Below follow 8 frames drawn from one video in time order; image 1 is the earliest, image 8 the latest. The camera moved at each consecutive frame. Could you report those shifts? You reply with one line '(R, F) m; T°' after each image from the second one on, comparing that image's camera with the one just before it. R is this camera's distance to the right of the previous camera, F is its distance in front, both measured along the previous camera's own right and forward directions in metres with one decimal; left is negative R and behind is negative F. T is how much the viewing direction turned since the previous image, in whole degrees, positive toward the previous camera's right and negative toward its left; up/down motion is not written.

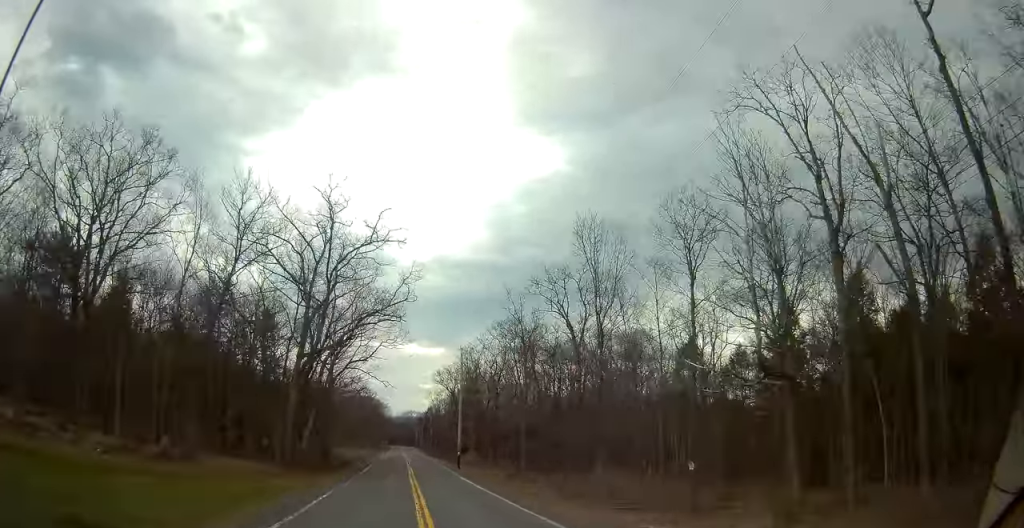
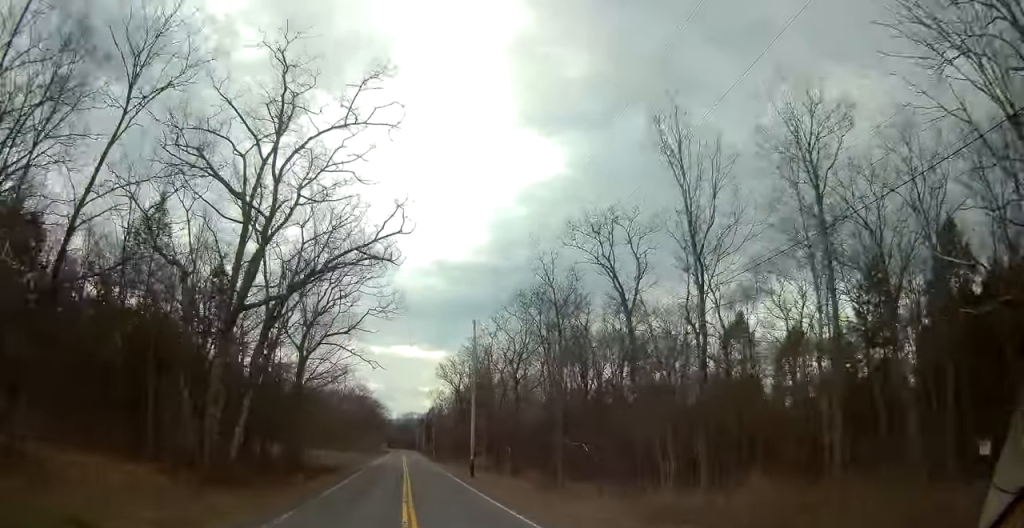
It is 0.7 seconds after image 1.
(+0.1, +13.6) m; 0°
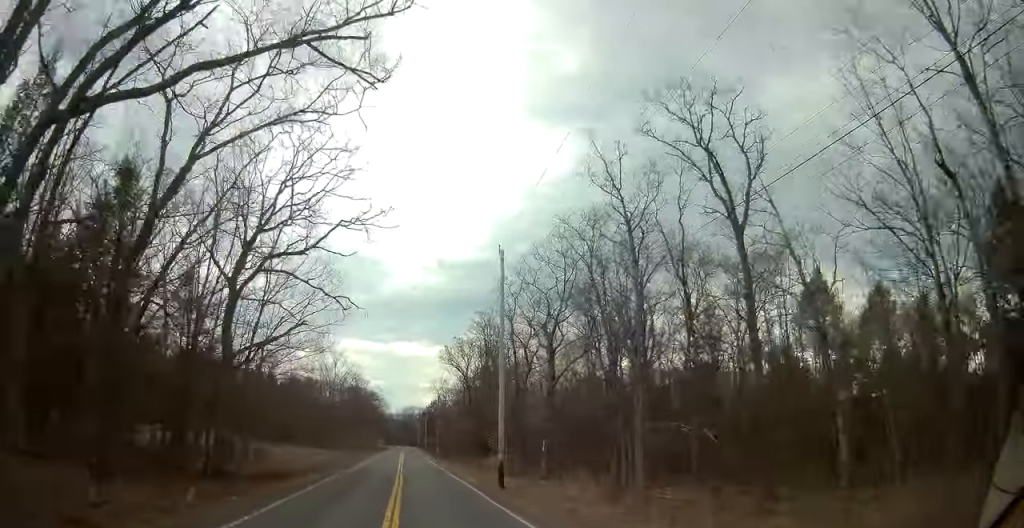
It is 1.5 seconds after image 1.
(-0.1, +15.2) m; 0°
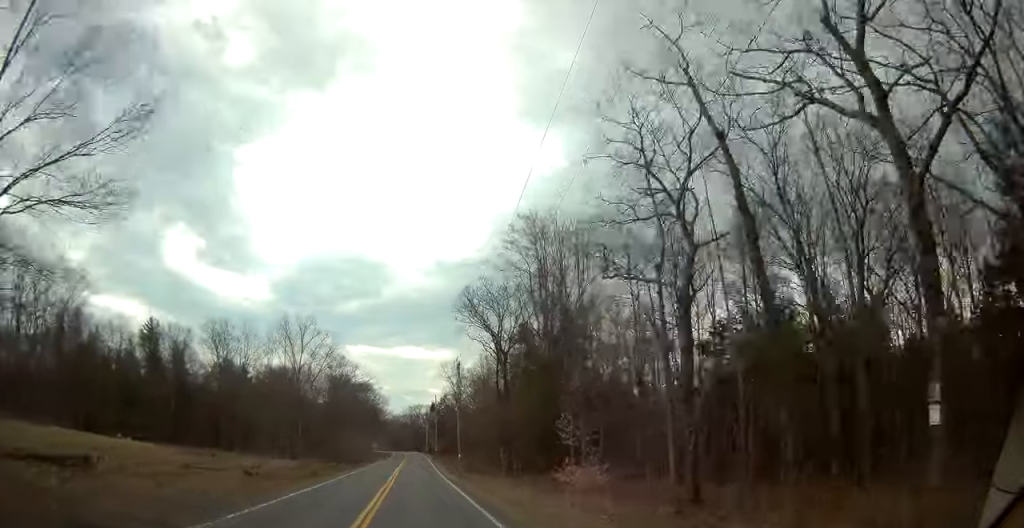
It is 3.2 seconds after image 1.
(-0.1, +33.2) m; -1°
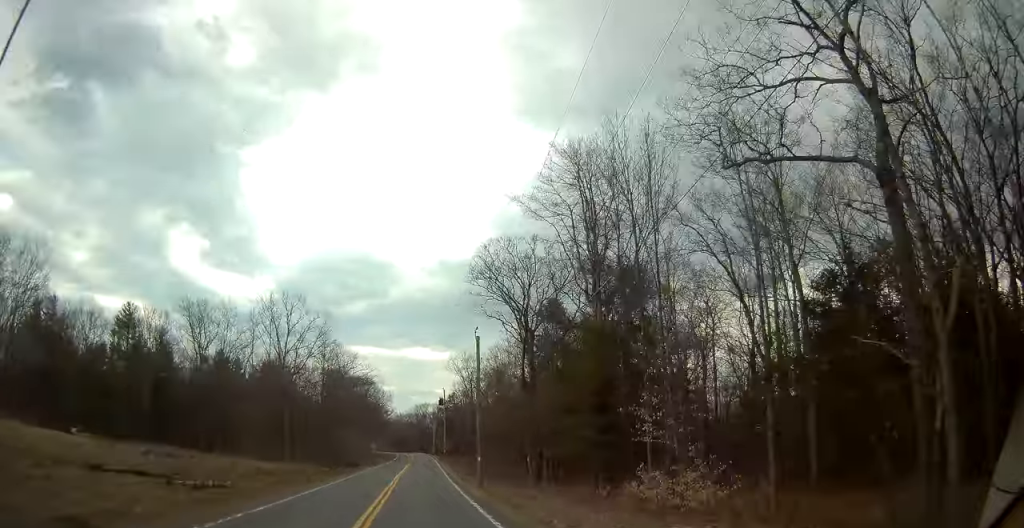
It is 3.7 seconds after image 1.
(-0.3, +11.1) m; -1°
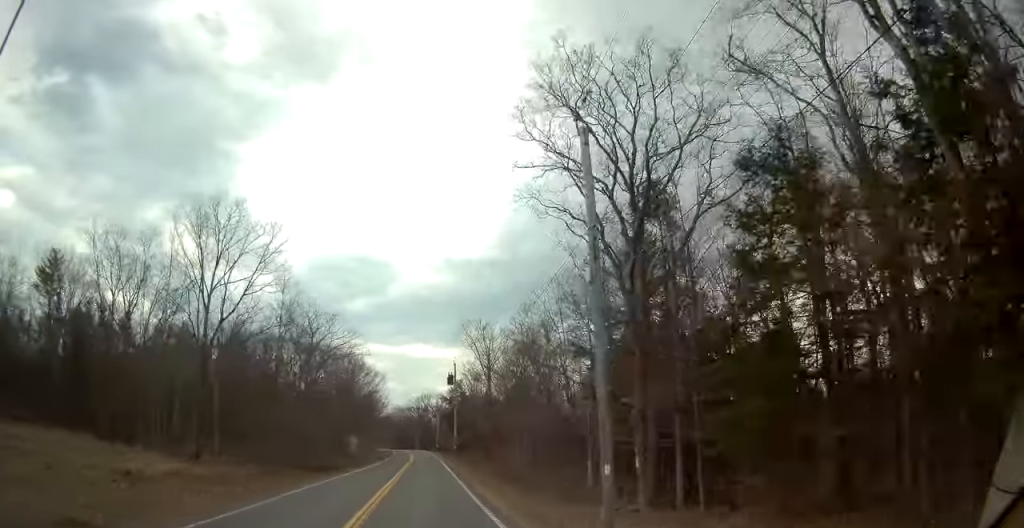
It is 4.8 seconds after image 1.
(-0.2, +23.3) m; -1°
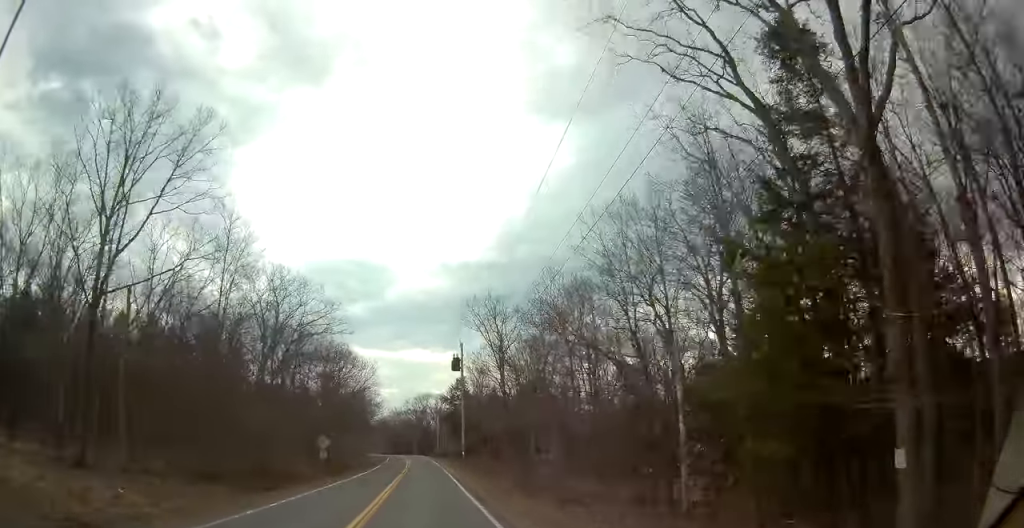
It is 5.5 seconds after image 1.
(-0.1, +14.4) m; 0°
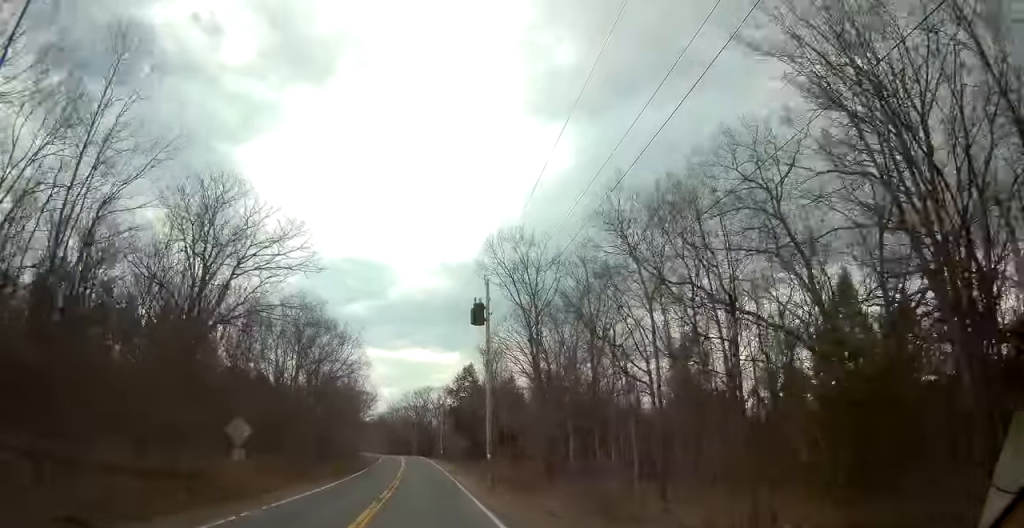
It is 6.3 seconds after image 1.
(-0.2, +17.5) m; 0°
